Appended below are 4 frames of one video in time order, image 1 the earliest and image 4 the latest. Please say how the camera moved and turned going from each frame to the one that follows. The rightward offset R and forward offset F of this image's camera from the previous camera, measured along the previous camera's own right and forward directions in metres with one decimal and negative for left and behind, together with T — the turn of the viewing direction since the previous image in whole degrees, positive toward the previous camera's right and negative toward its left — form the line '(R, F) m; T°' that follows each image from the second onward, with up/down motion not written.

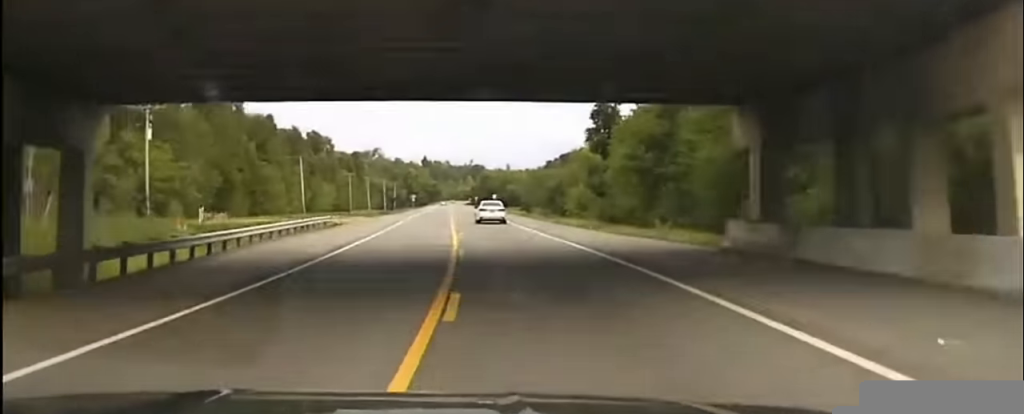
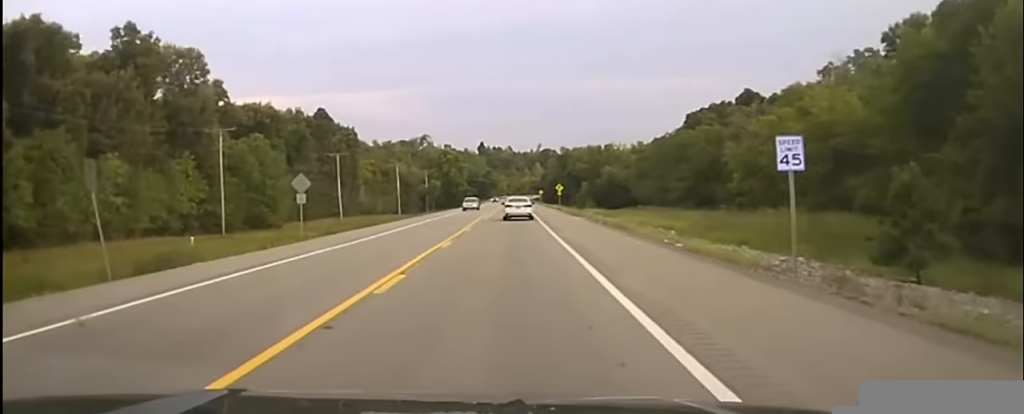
(-7.4, +146.3) m; -4°
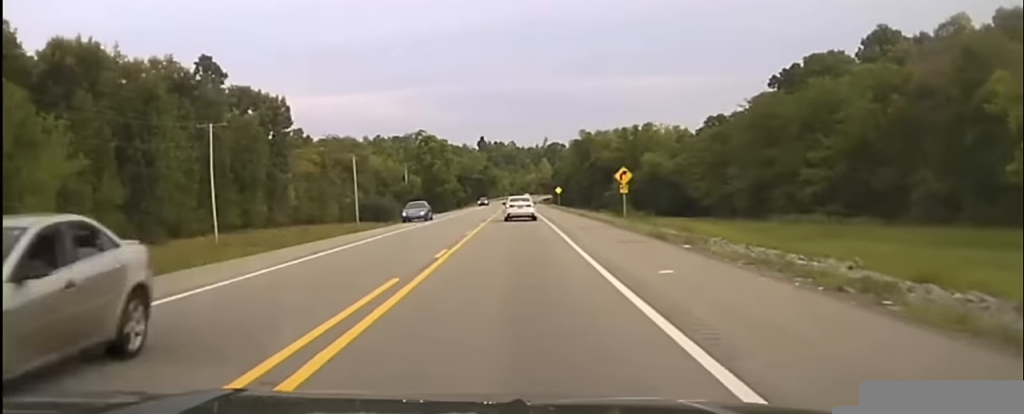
(0.0, +59.7) m; 0°
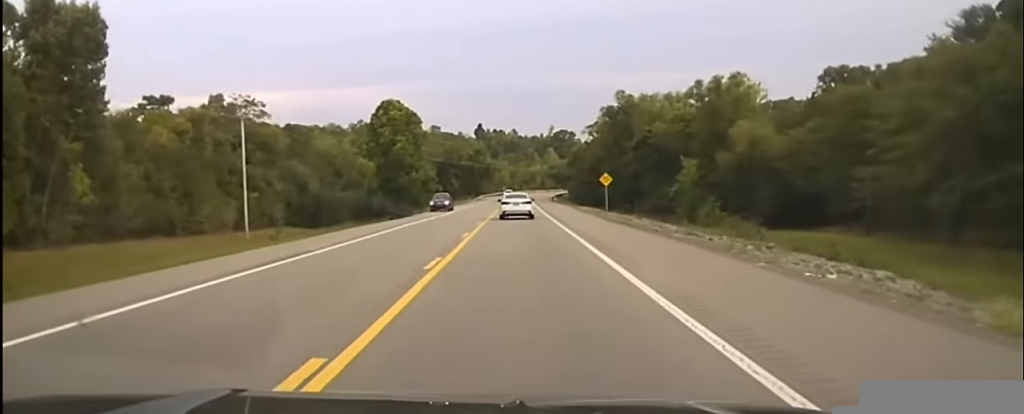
(0.0, +65.3) m; 0°
